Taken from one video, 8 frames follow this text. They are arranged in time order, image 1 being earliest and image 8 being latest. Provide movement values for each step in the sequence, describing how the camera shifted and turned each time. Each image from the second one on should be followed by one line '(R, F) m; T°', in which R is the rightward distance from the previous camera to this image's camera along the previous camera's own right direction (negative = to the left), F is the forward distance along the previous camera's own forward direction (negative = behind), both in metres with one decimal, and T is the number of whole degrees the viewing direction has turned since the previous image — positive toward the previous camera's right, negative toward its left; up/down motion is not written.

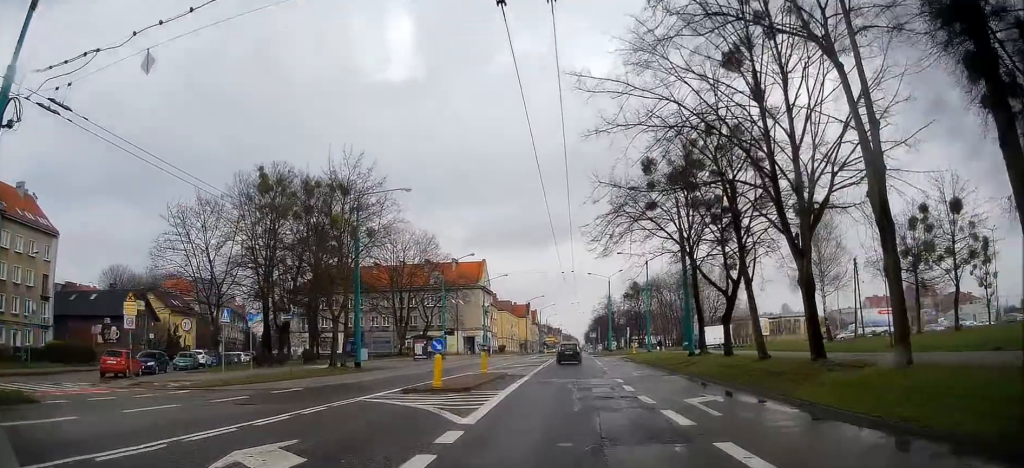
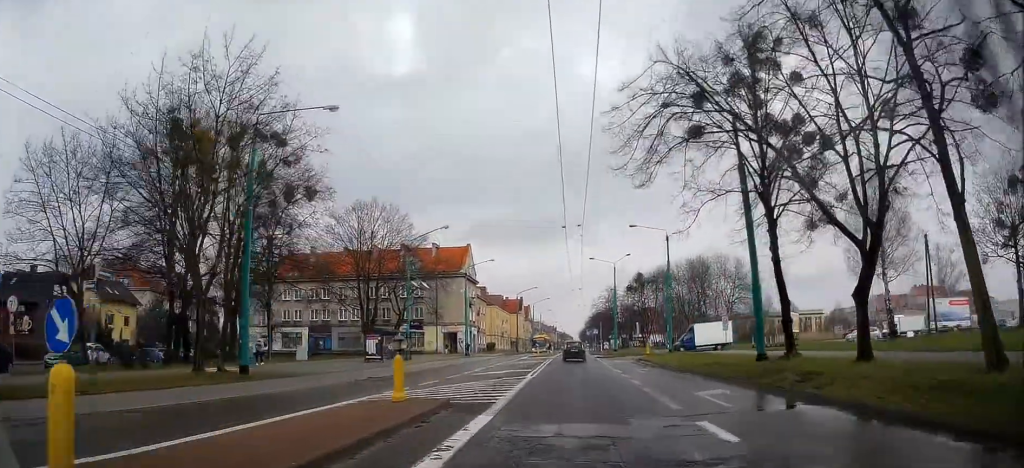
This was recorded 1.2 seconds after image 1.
(-0.1, +13.9) m; 0°
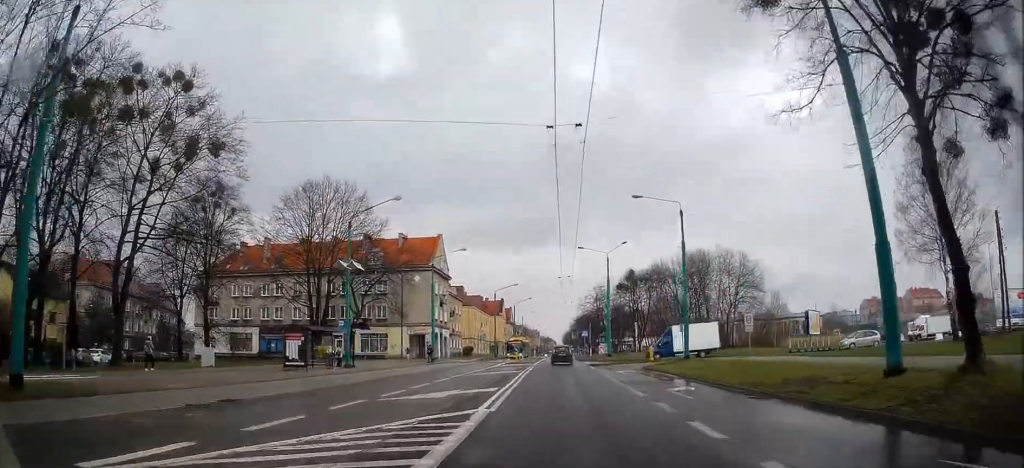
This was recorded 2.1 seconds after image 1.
(0.0, +11.4) m; +1°
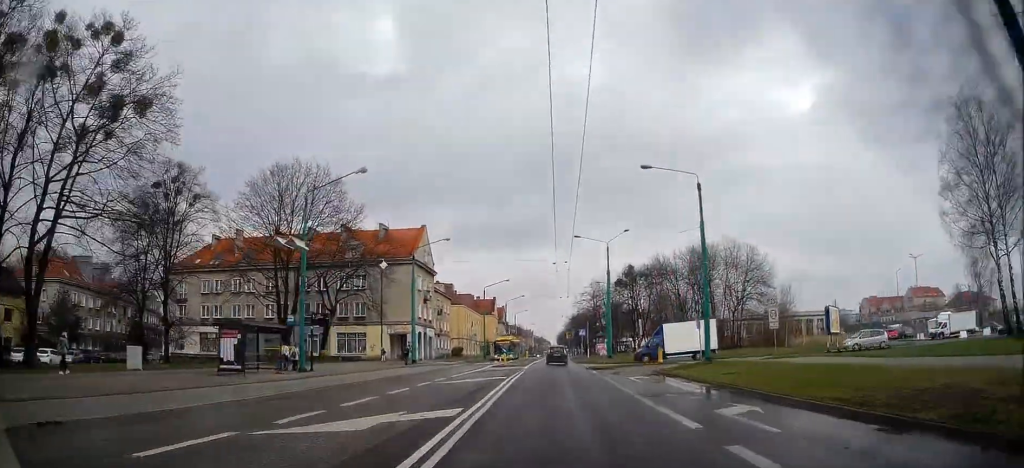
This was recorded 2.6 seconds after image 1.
(-0.1, +6.6) m; +1°
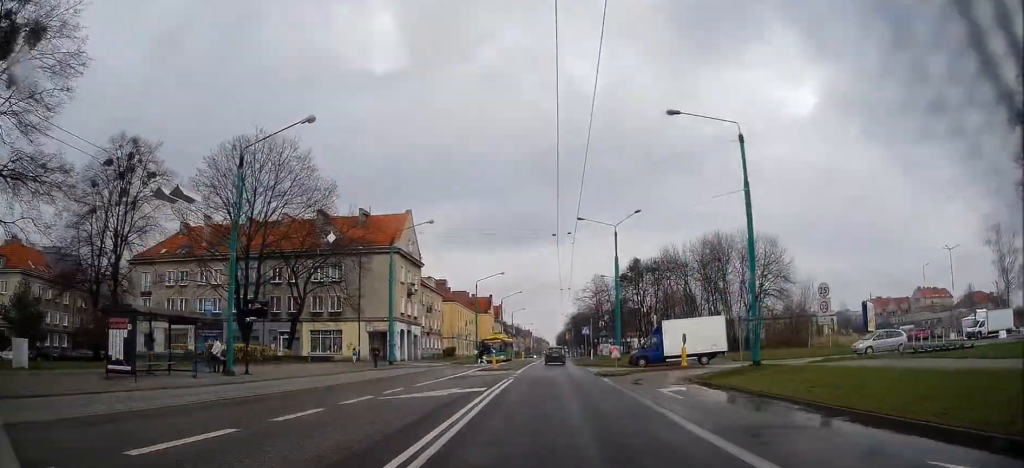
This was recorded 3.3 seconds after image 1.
(+0.1, +8.0) m; +1°
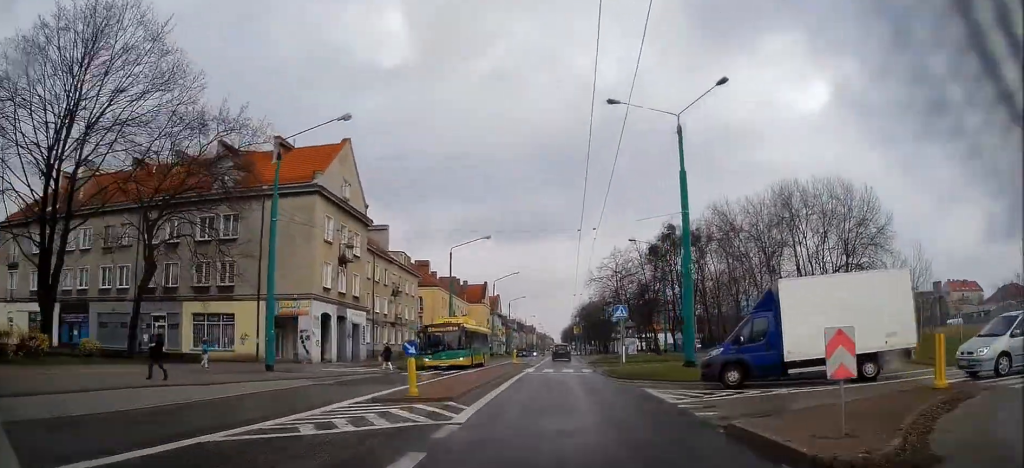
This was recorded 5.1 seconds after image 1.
(+0.2, +23.7) m; +1°
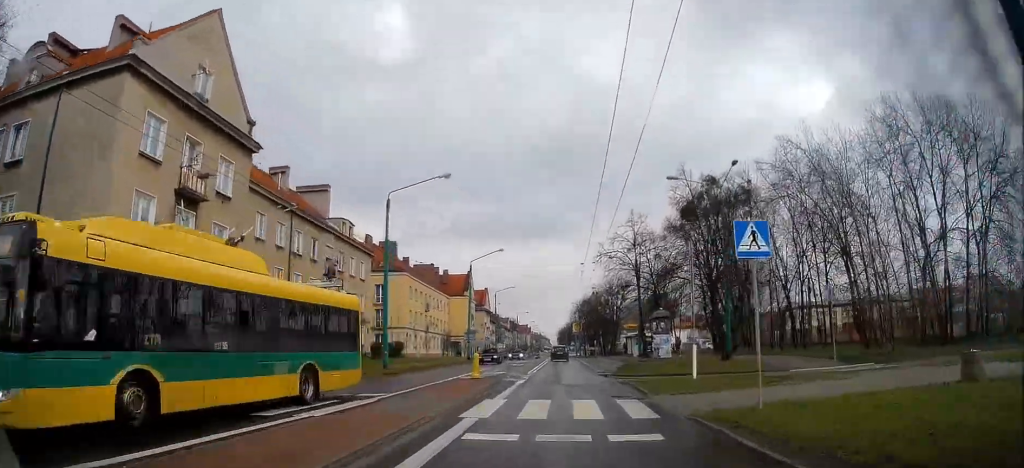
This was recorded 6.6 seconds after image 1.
(+0.4, +20.5) m; +1°
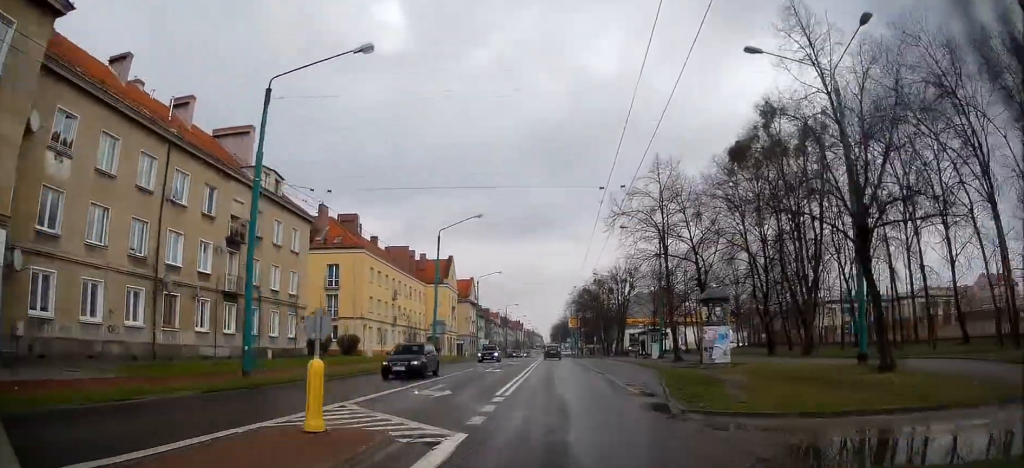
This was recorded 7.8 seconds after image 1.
(-0.4, +15.4) m; 0°
